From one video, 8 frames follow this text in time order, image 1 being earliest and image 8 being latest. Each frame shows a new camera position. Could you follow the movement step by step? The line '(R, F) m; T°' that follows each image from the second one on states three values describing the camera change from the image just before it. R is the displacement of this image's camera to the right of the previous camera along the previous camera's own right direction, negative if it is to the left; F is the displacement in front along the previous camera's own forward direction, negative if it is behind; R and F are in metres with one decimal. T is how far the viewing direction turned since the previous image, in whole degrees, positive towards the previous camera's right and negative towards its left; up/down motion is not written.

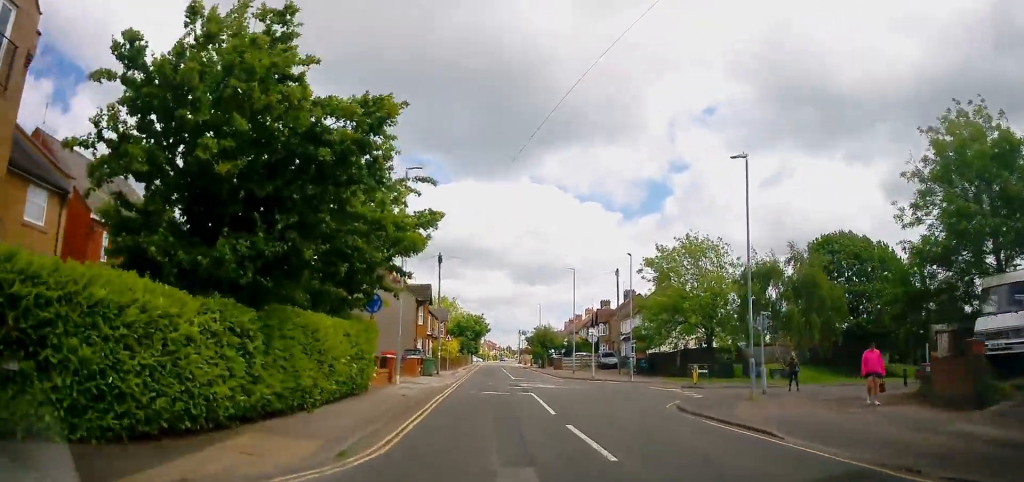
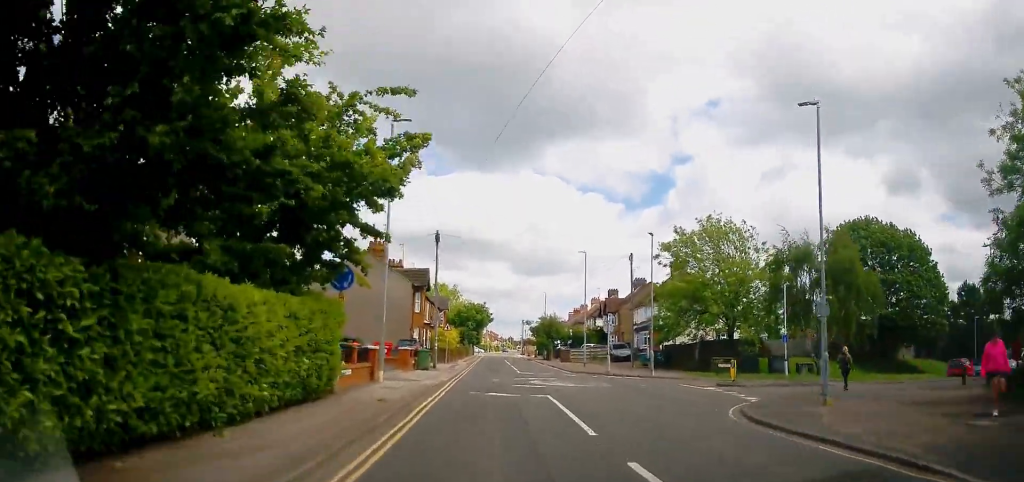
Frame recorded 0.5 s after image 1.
(0.0, +4.3) m; 0°
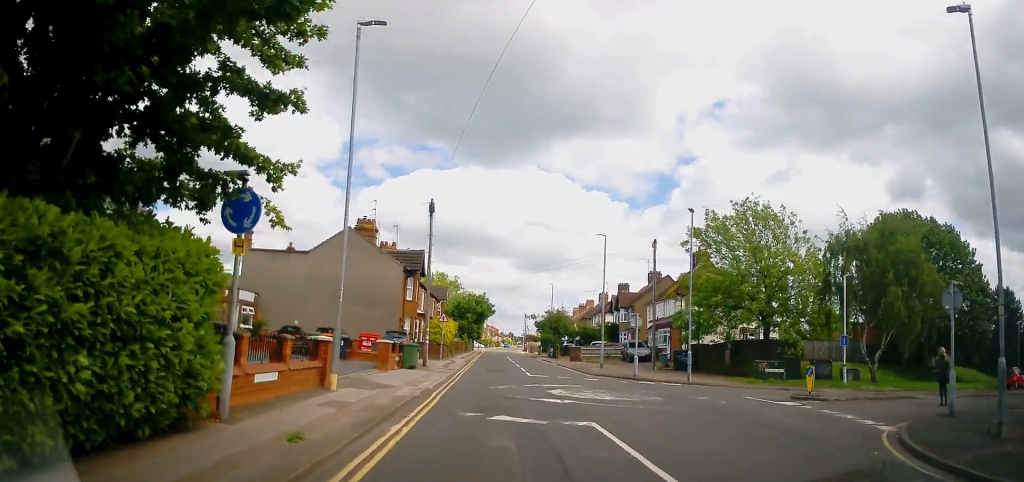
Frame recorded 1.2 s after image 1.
(-0.1, +6.3) m; +3°
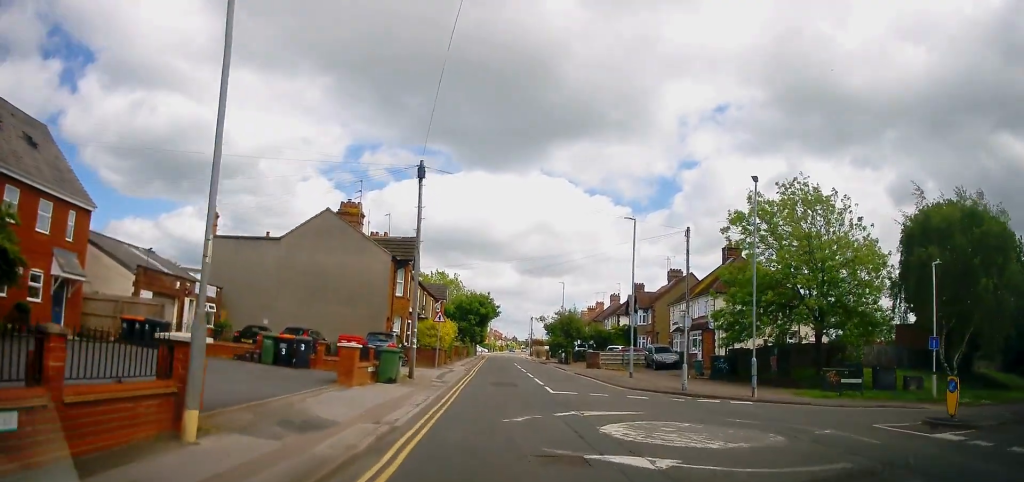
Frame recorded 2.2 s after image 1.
(+0.5, +6.8) m; +1°
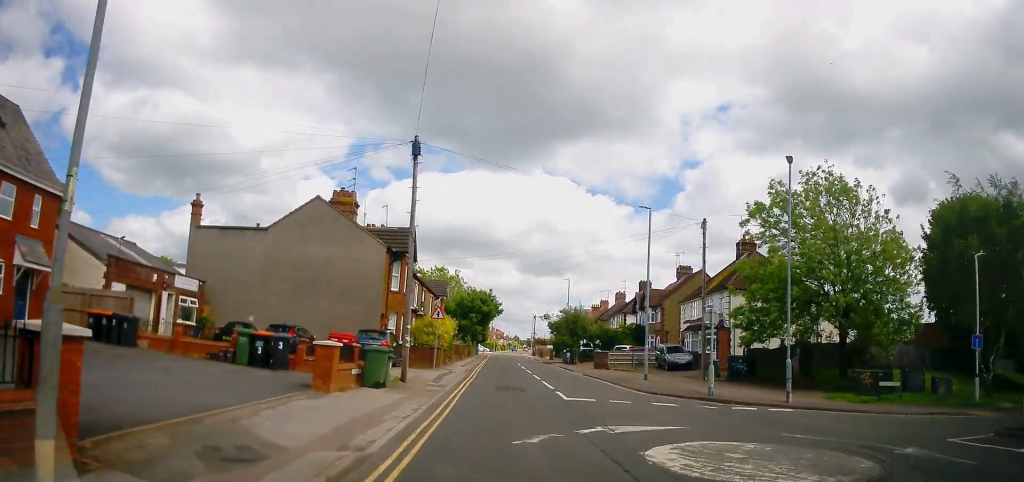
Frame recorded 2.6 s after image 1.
(0.0, +2.6) m; -1°
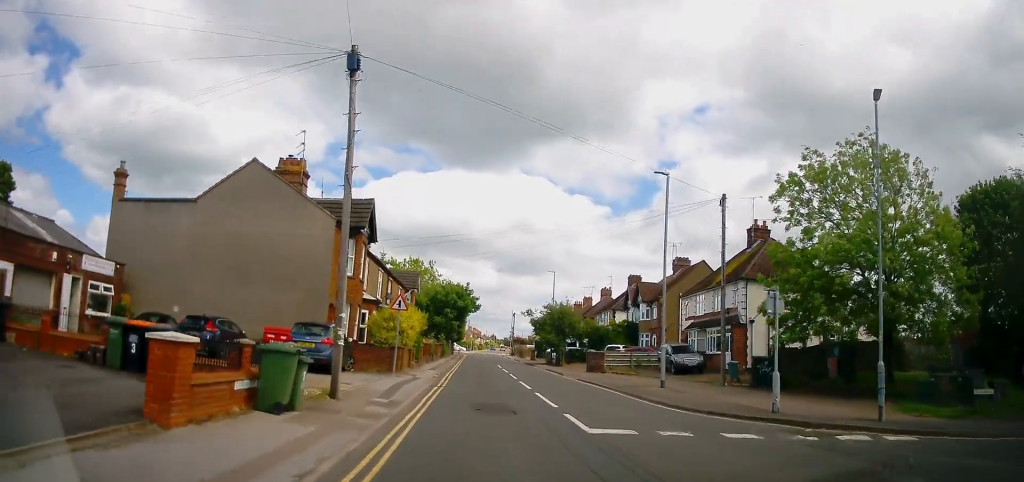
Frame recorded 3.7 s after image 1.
(-0.4, +6.2) m; -2°
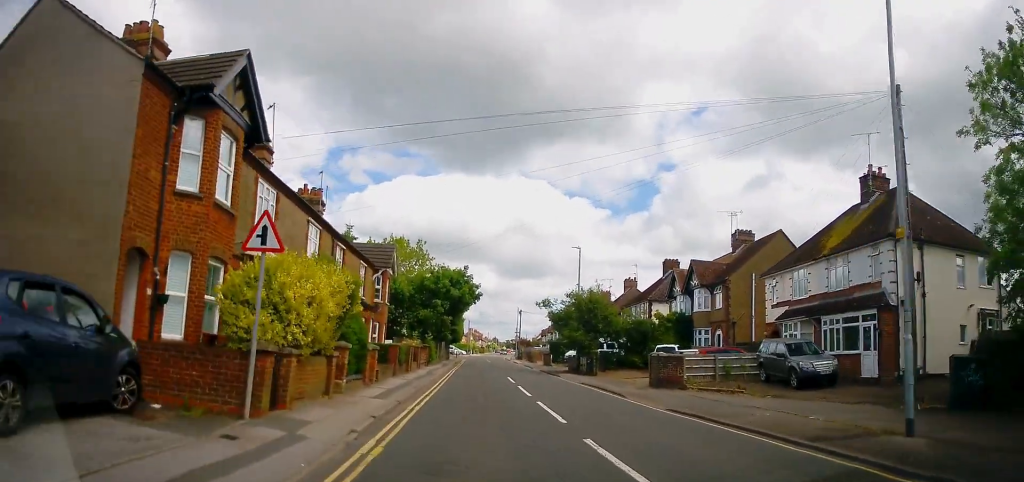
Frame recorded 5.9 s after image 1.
(+0.6, +14.2) m; 0°
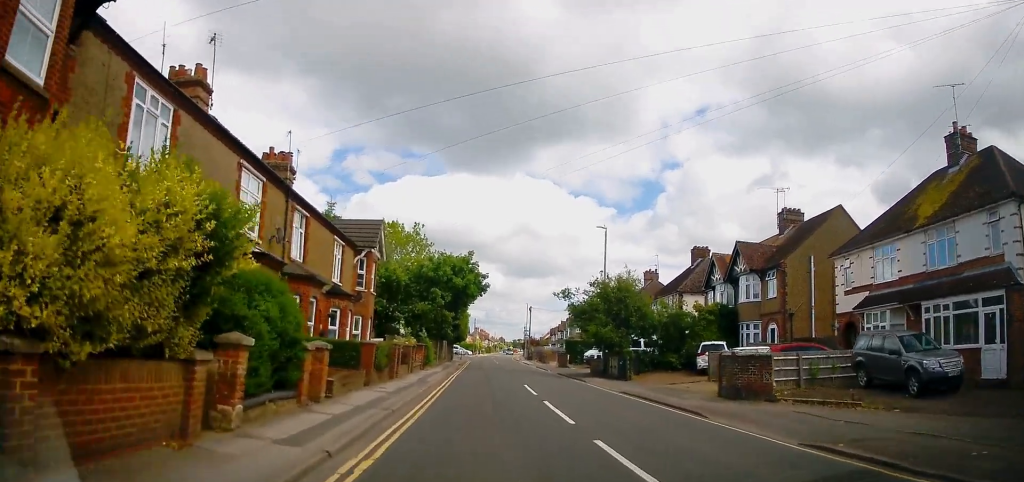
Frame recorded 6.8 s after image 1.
(-0.2, +6.4) m; -2°
